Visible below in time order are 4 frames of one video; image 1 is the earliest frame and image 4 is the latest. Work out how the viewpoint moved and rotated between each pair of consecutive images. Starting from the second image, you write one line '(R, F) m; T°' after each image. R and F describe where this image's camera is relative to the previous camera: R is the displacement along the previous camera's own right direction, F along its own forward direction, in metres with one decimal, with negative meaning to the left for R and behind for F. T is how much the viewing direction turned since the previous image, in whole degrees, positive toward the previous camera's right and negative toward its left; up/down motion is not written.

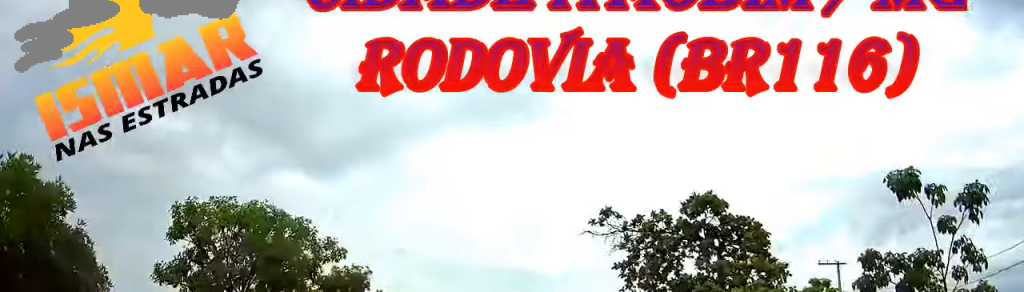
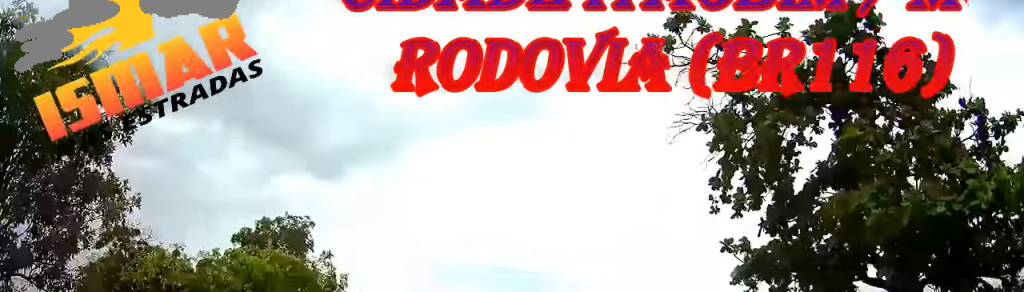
(-0.2, +12.5) m; -1°
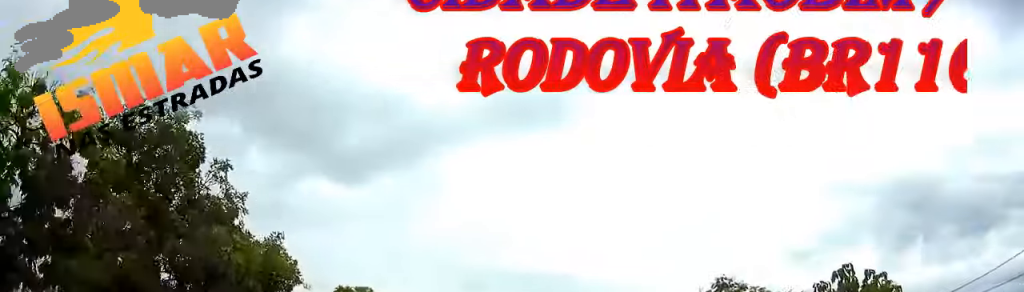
(-0.1, +12.9) m; -1°
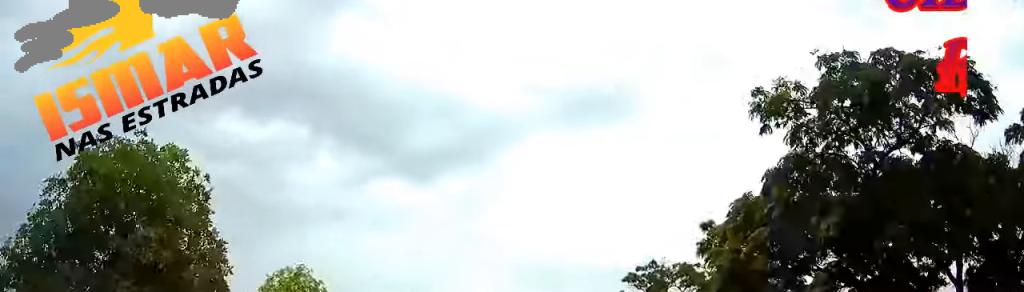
(-2.6, +59.7) m; -6°
